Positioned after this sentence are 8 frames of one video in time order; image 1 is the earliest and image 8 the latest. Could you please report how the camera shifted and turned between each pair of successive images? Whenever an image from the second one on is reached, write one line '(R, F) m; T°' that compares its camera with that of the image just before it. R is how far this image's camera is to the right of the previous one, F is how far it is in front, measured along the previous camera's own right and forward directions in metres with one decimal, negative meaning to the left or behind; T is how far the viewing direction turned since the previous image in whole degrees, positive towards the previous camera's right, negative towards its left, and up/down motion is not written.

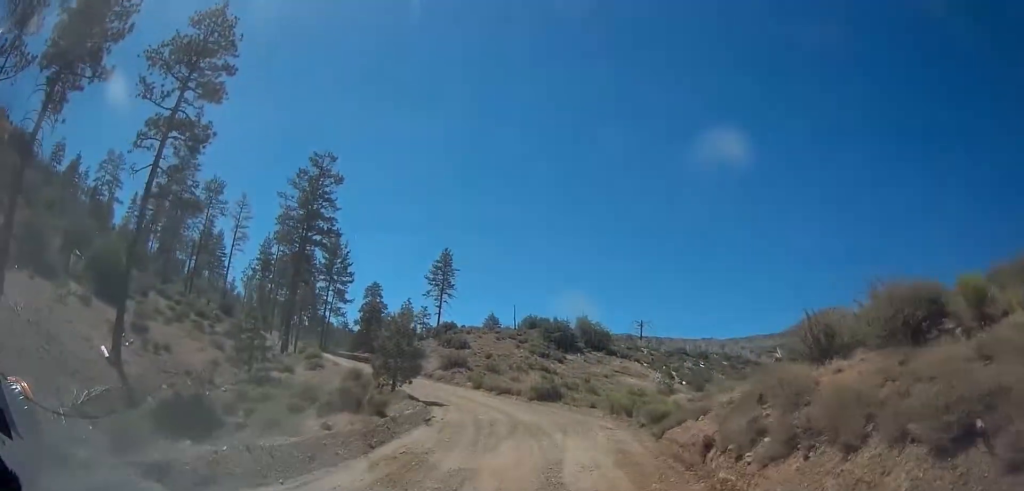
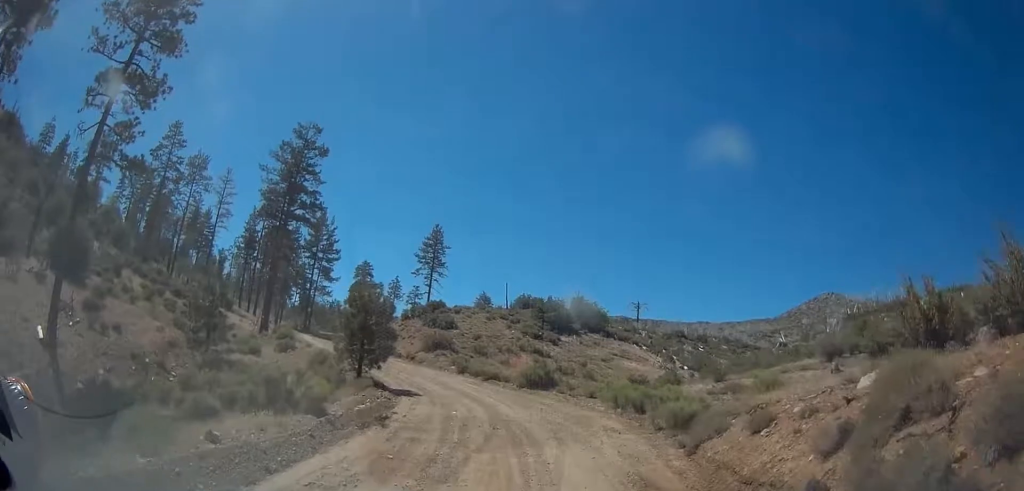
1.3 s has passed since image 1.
(+0.1, +4.7) m; -5°
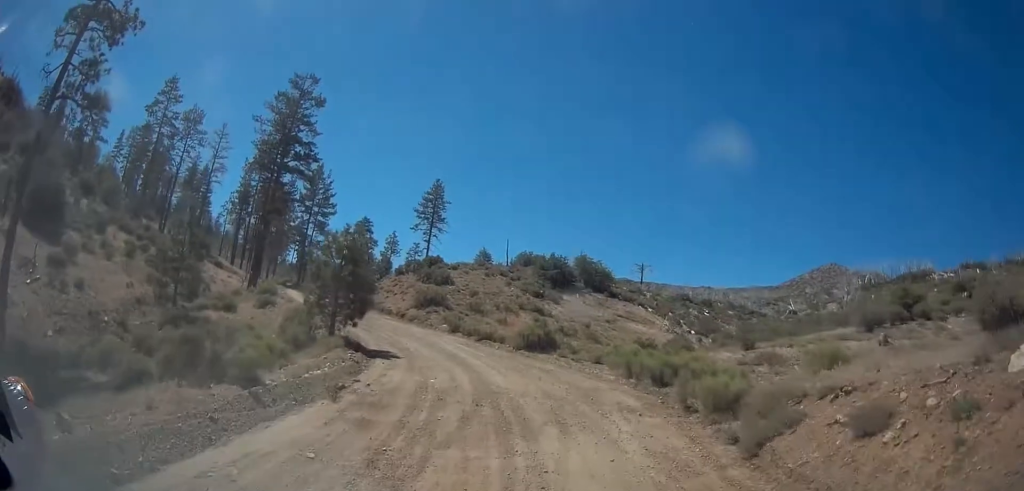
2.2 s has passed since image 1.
(-0.3, +3.6) m; -3°
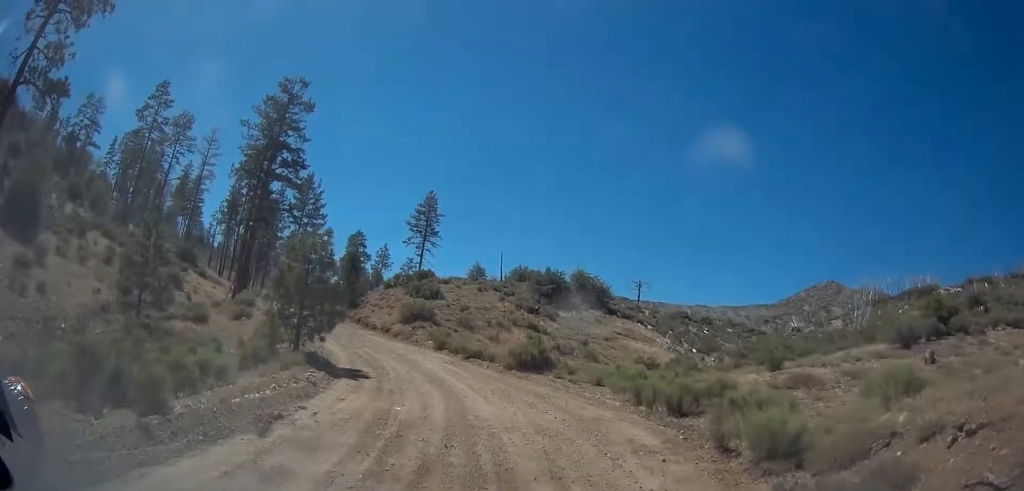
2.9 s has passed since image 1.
(0.0, +3.1) m; +4°
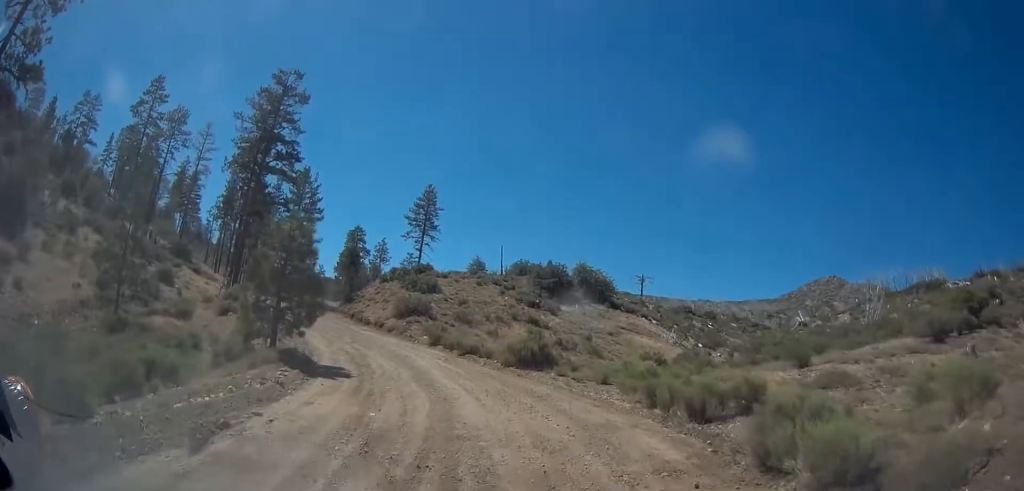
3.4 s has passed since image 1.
(+0.1, +2.1) m; +1°
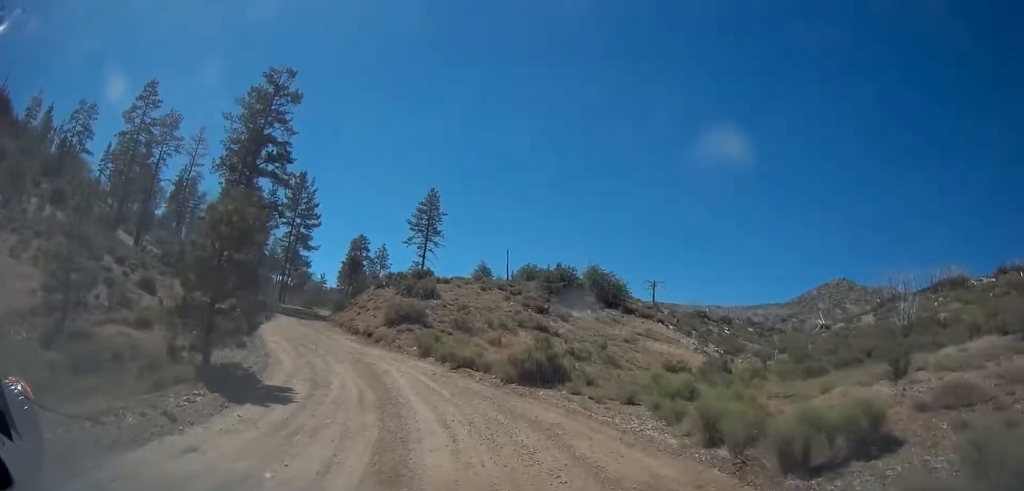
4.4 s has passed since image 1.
(+0.1, +4.7) m; +1°
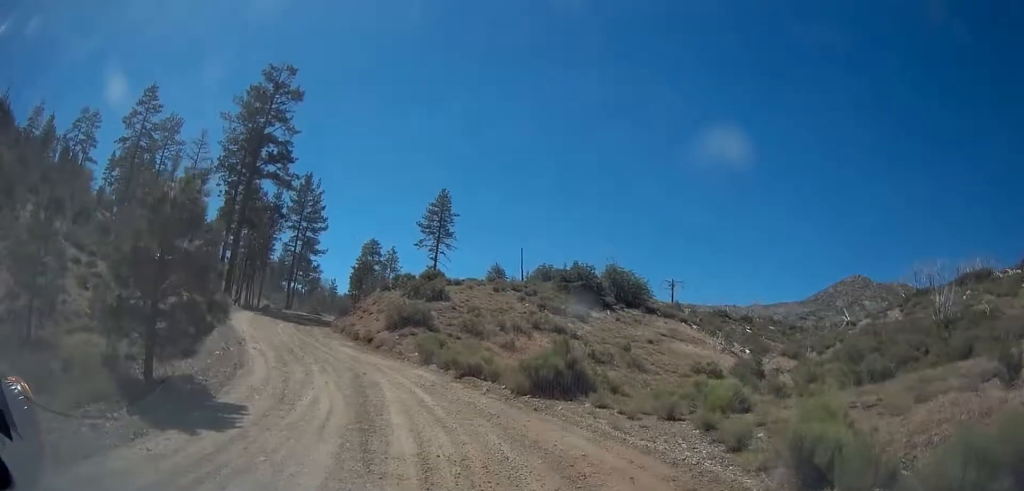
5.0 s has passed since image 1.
(0.0, +3.2) m; -1°
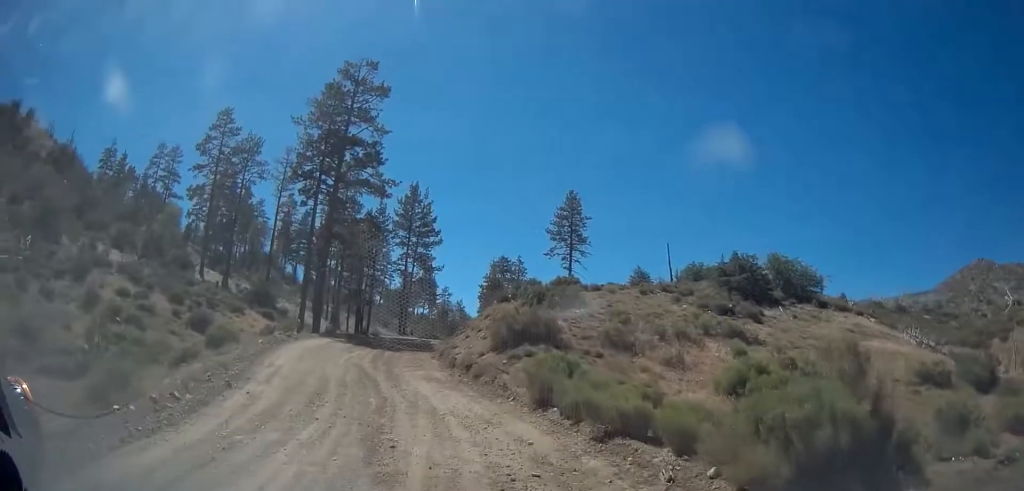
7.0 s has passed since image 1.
(-1.5, +10.3) m; -20°
